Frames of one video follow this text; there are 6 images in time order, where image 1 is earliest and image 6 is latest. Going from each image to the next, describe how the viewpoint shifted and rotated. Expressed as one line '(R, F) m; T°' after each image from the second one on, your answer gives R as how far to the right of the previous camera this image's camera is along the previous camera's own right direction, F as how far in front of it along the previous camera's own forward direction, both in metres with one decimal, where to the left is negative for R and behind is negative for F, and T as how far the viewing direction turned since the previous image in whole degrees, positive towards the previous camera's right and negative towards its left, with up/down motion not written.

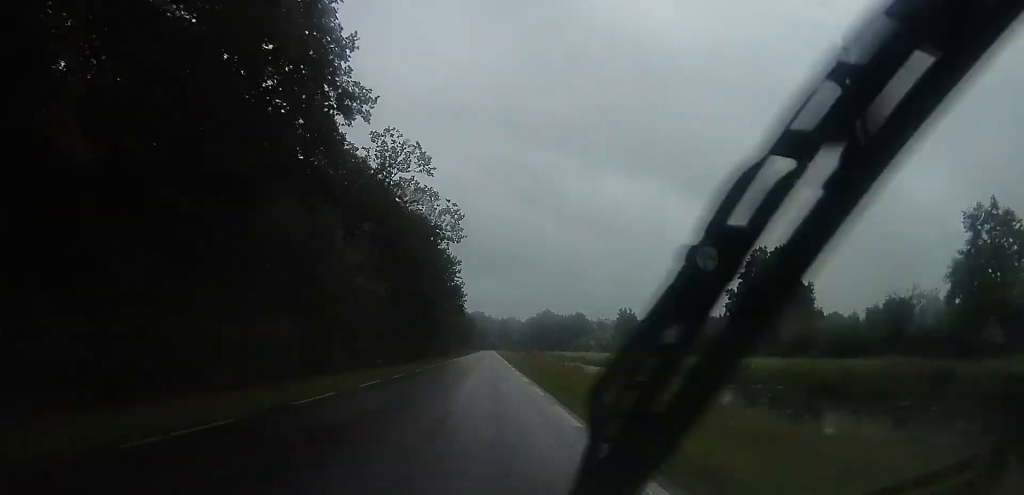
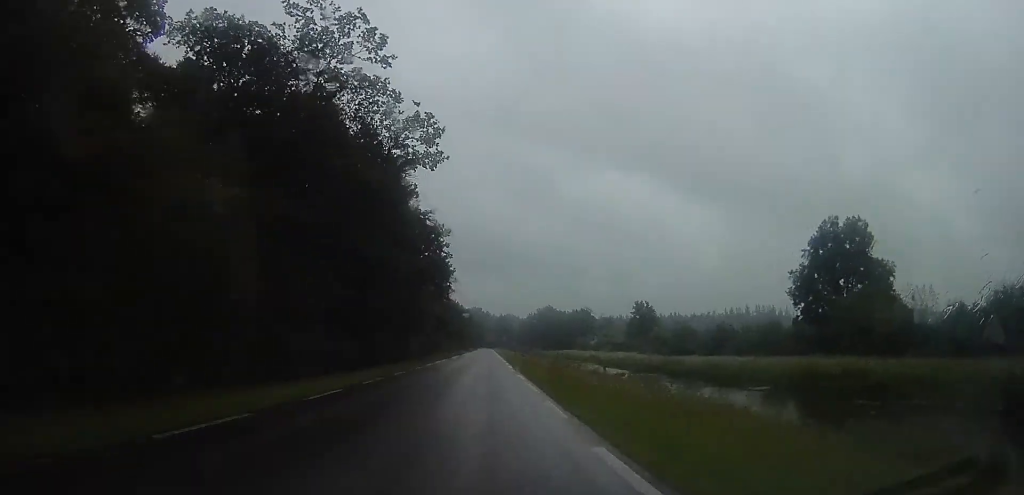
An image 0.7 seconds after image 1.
(0.0, +17.1) m; 0°
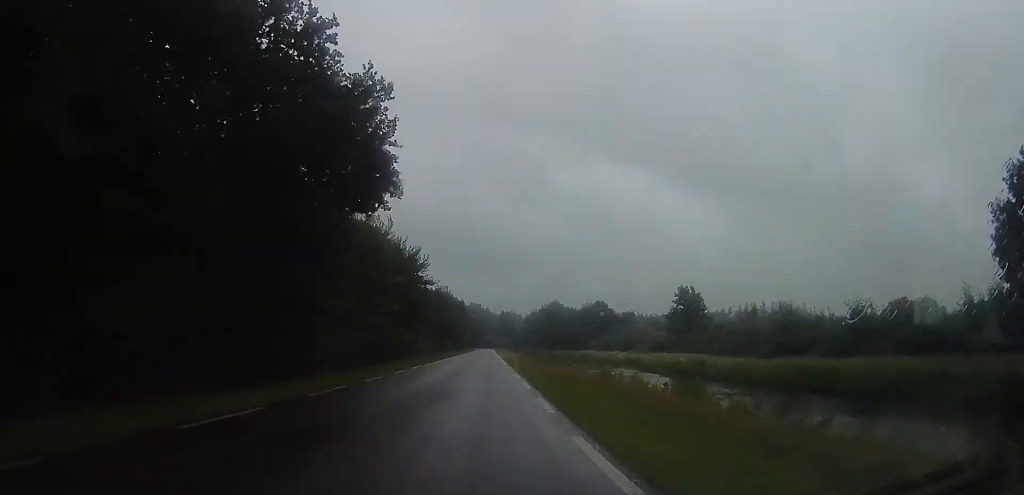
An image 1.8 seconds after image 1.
(+0.1, +29.5) m; +2°
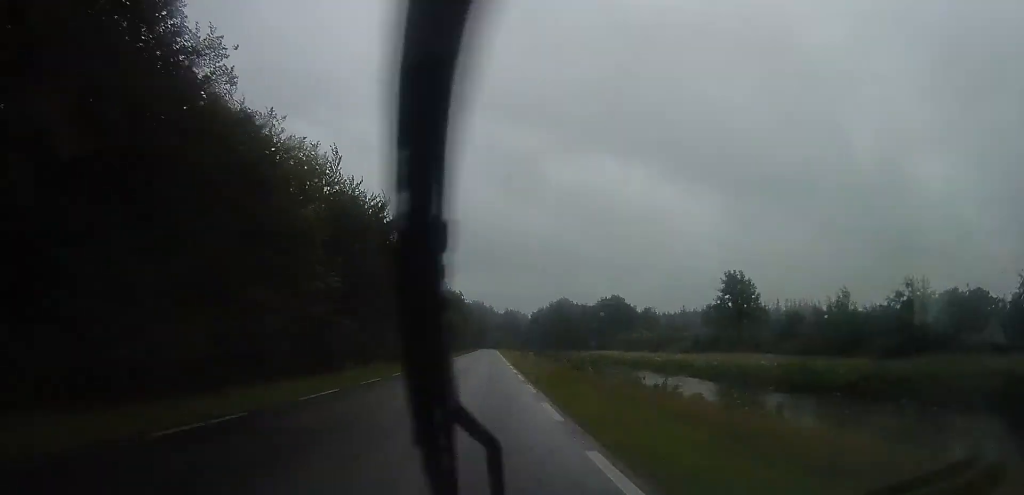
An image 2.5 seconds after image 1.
(+0.6, +19.2) m; +1°
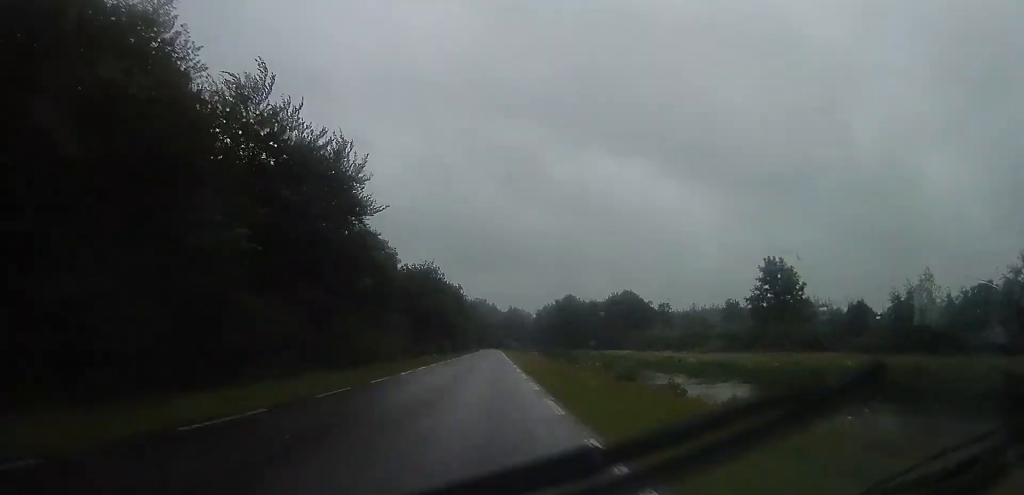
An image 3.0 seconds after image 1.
(0.0, +11.4) m; 0°
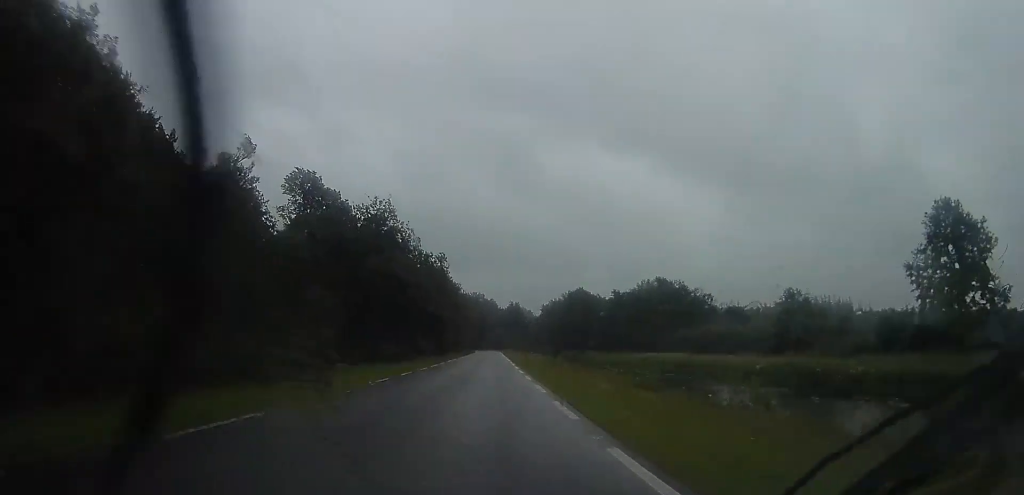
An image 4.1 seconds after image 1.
(-0.4, +30.8) m; -1°
